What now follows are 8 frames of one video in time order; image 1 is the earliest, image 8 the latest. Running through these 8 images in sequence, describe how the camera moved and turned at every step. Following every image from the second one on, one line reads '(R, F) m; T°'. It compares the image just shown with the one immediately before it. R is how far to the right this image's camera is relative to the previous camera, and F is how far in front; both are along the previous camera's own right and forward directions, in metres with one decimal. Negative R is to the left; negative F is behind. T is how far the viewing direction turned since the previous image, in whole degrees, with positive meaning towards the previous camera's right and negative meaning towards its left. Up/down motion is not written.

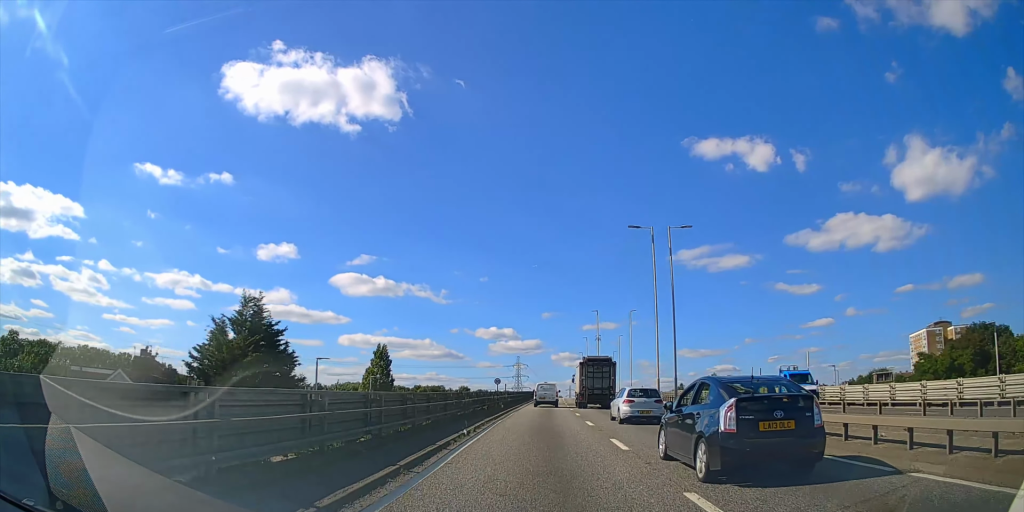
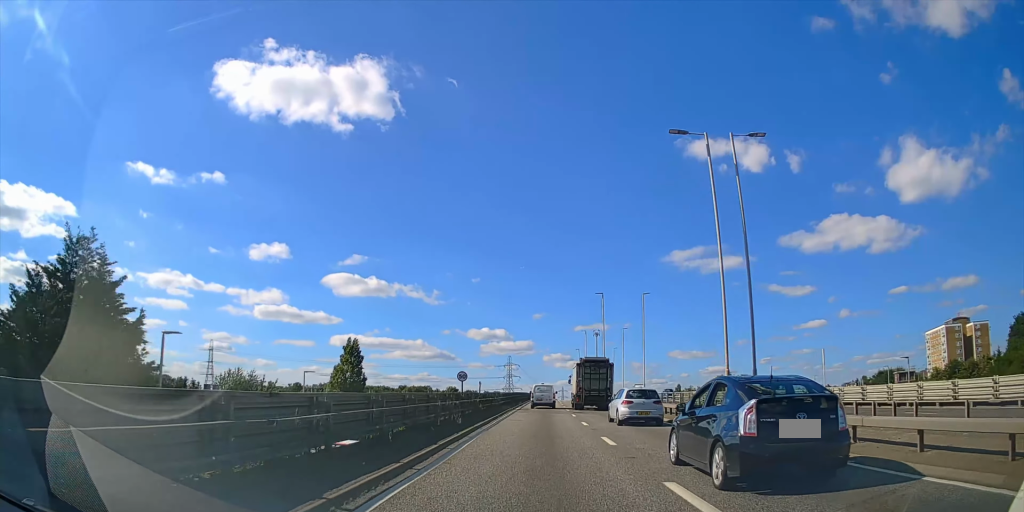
(+0.2, +15.4) m; 0°
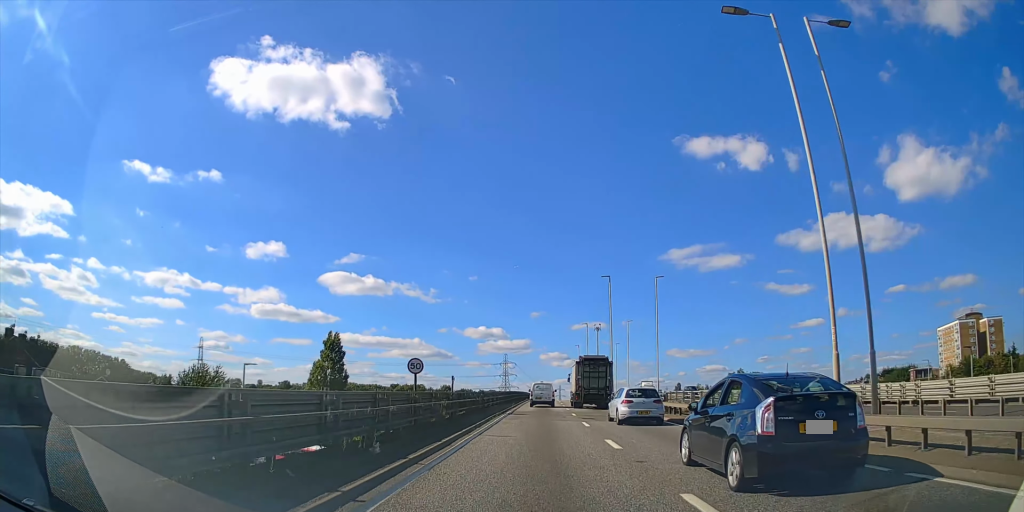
(0.0, +9.5) m; 0°
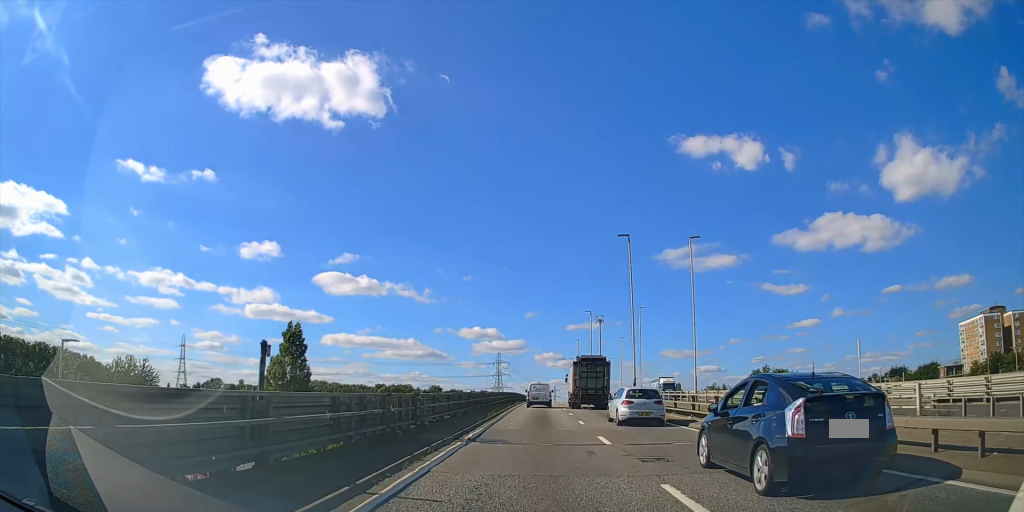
(0.0, +16.8) m; +1°
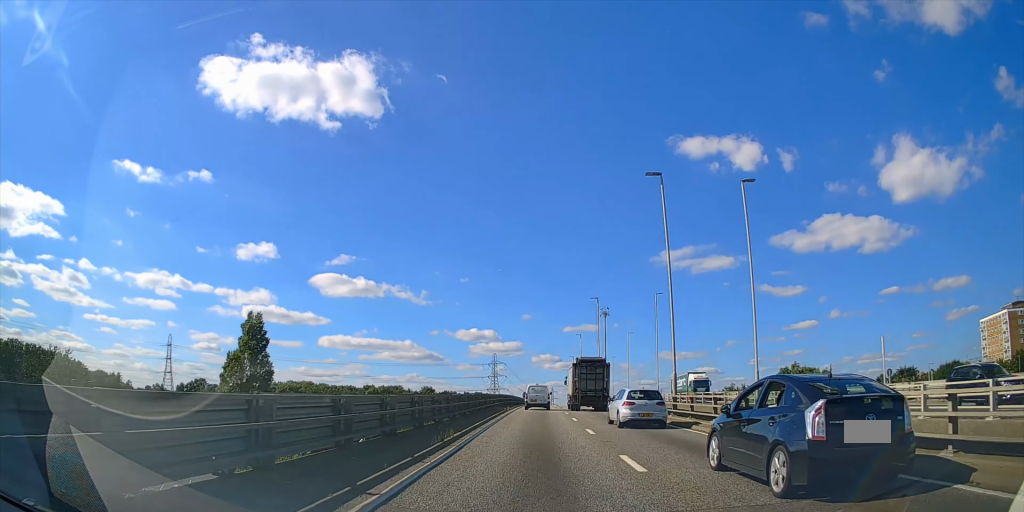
(+0.2, +12.5) m; +1°
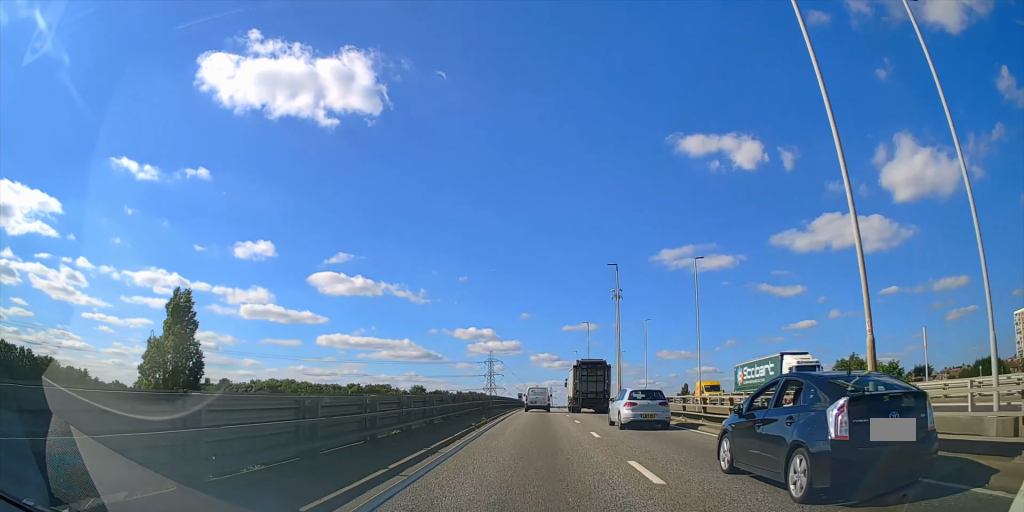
(+0.1, +18.4) m; 0°
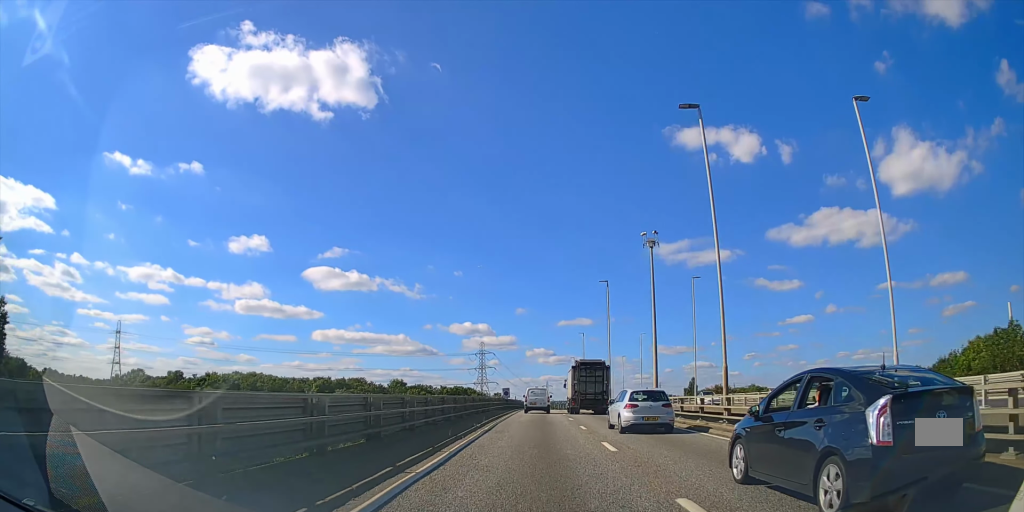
(+0.1, +28.9) m; +1°
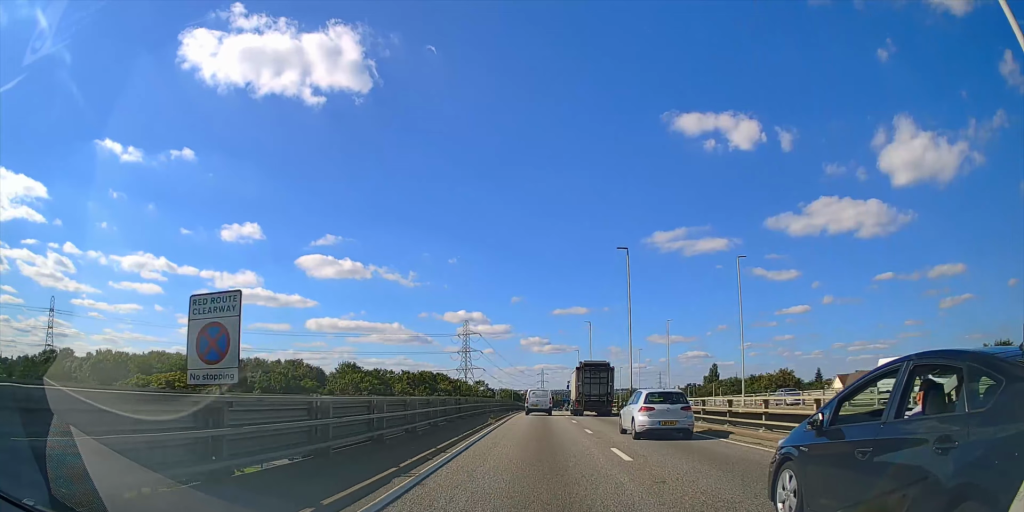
(+0.2, +53.0) m; 0°
